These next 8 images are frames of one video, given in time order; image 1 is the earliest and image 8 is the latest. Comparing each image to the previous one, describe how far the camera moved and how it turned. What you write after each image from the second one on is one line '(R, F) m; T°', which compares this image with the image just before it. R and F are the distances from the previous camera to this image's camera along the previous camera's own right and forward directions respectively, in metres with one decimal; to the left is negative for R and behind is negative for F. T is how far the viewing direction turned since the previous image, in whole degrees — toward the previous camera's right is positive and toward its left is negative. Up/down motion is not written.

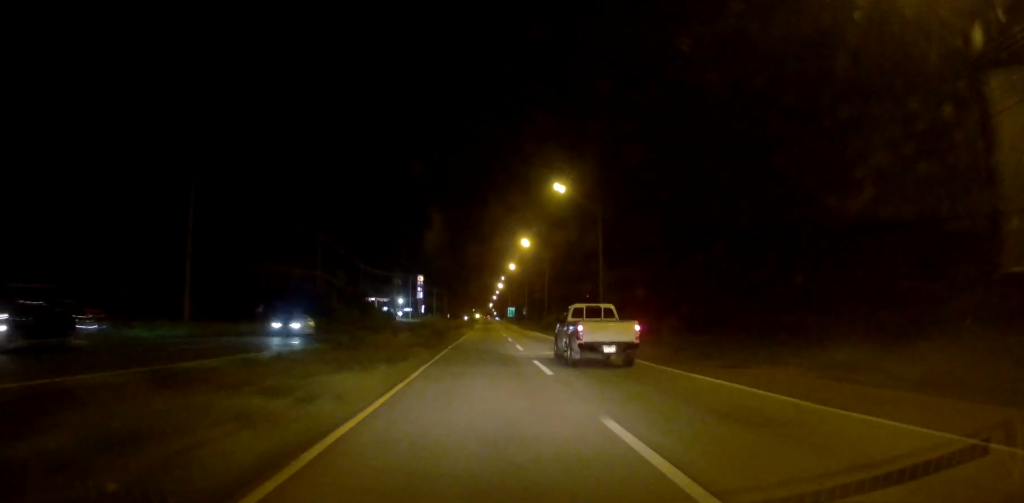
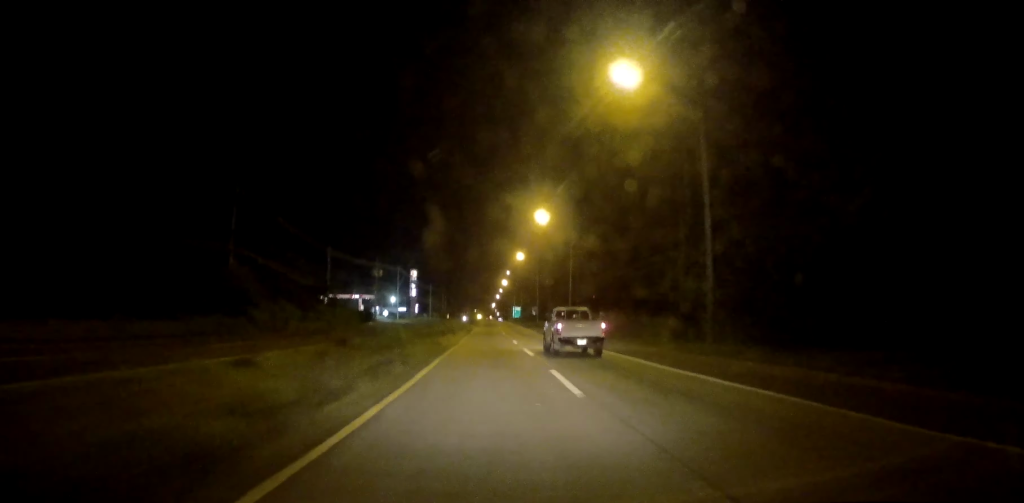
(-0.2, +26.9) m; 0°
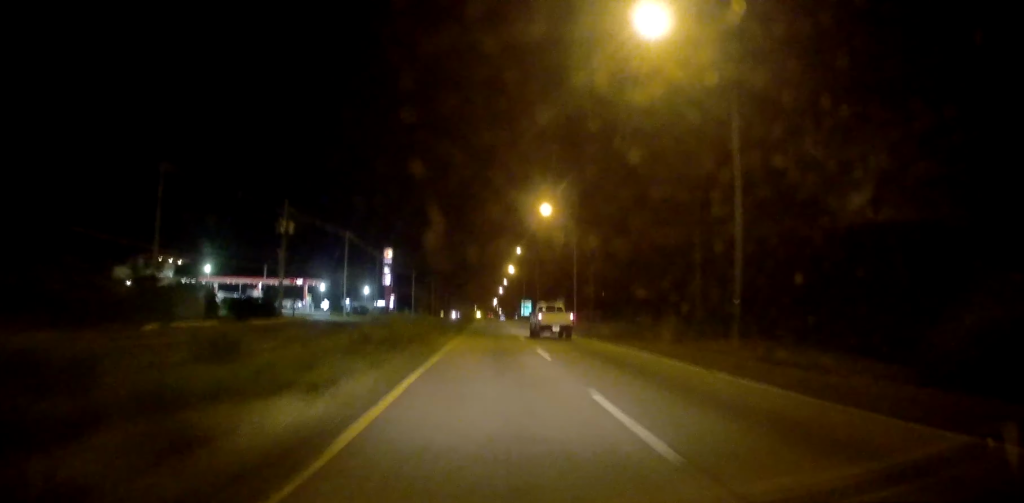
(+0.2, +52.6) m; 0°
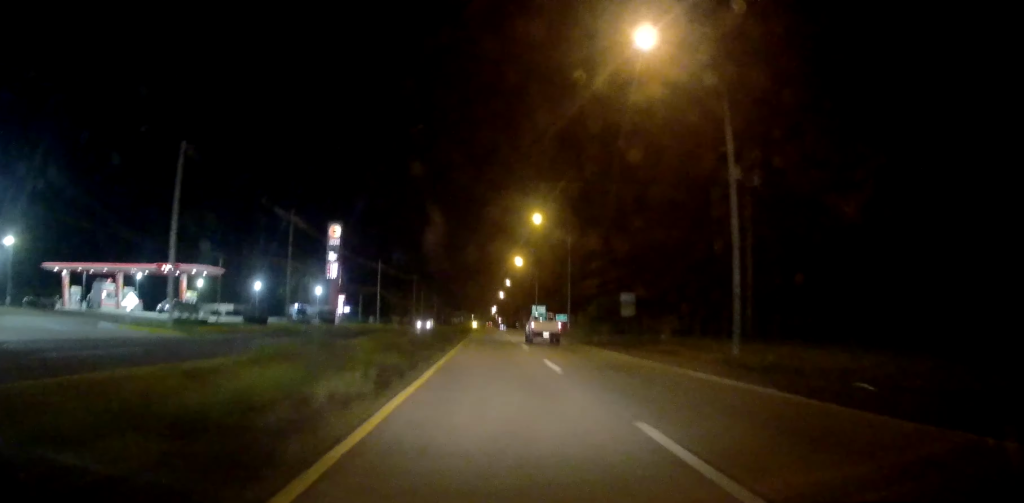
(-0.4, +49.3) m; -1°
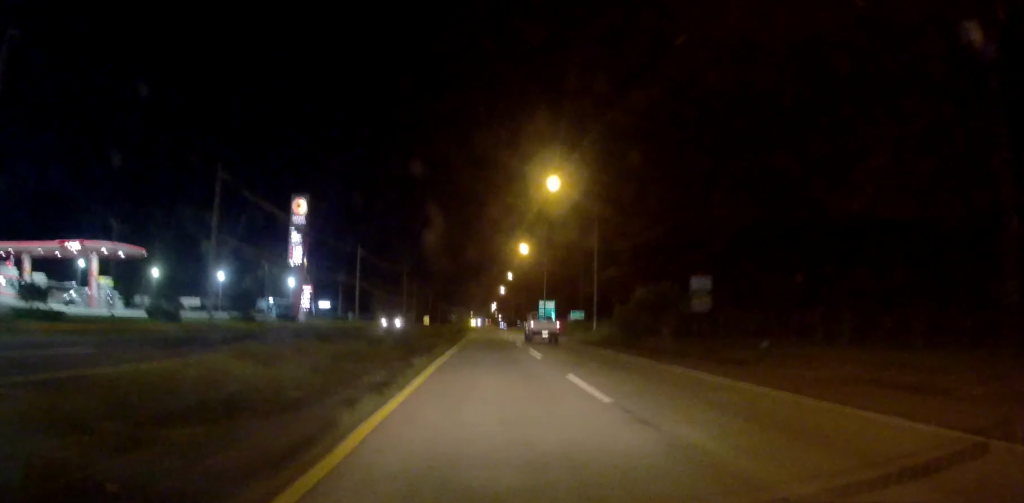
(-0.2, +18.2) m; 0°
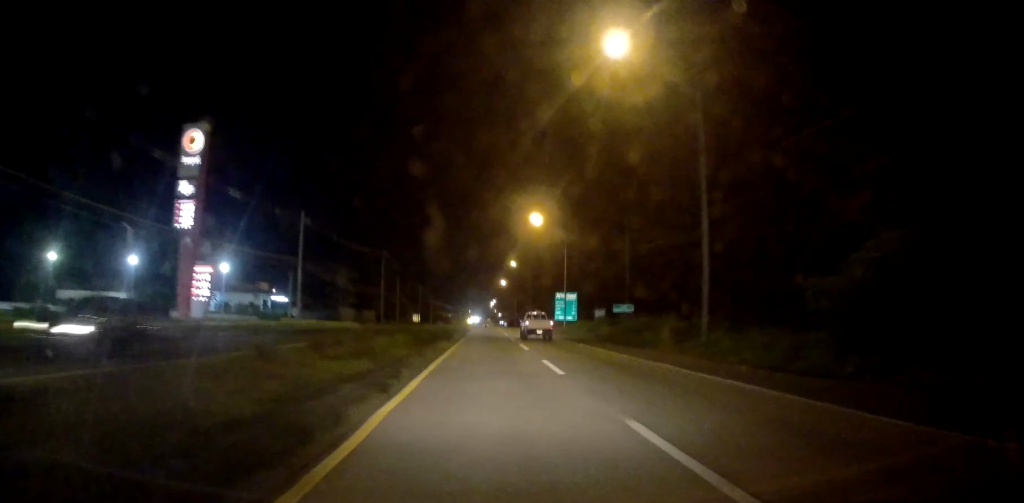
(-0.1, +29.3) m; 0°
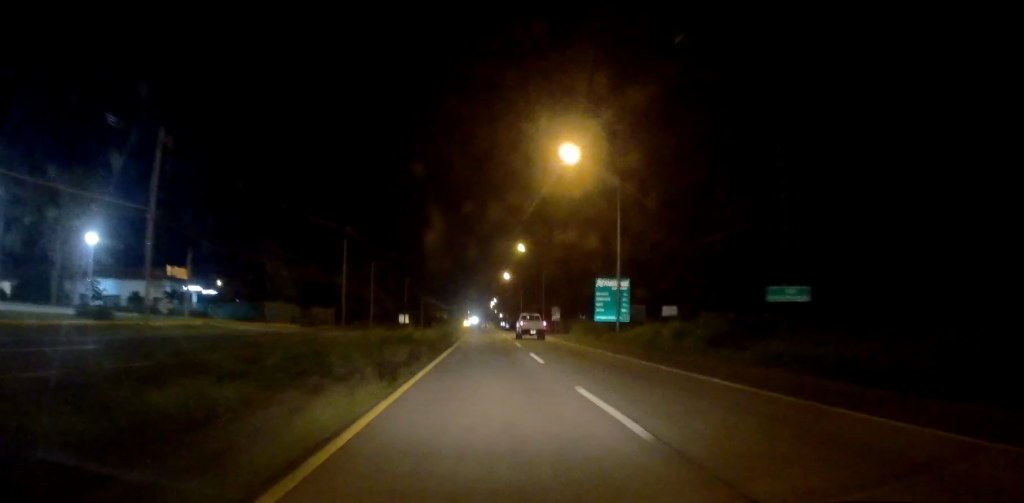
(+0.2, +31.2) m; +1°
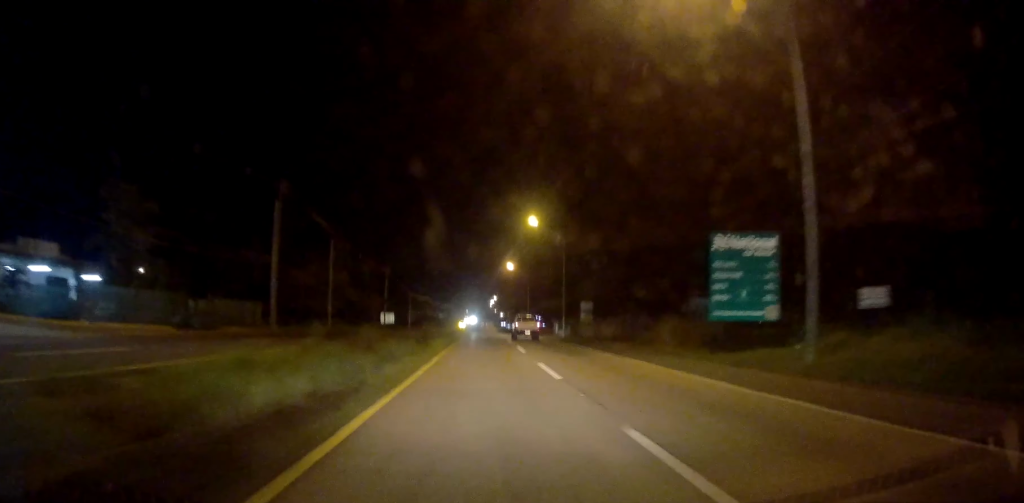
(+0.1, +29.4) m; 0°
